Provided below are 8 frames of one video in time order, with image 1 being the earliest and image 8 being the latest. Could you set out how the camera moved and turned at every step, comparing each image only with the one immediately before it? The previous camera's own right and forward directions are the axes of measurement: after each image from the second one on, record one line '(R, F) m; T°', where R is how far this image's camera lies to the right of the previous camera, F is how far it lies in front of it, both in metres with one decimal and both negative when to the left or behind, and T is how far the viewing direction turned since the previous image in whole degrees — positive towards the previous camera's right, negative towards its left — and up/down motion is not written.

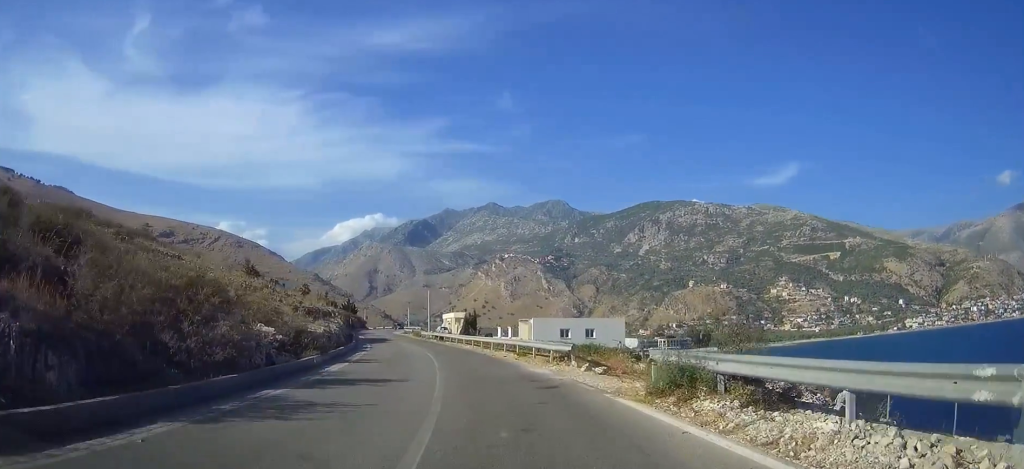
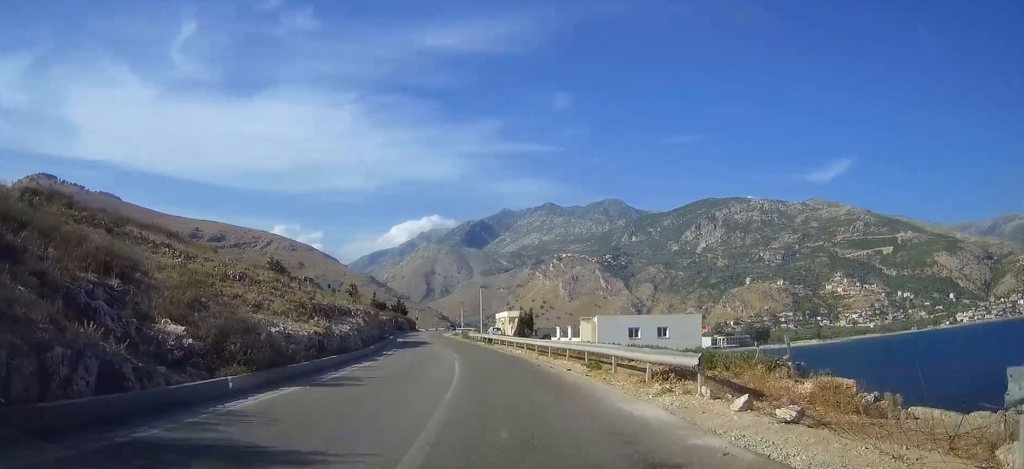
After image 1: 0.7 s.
(-1.0, +10.4) m; -6°
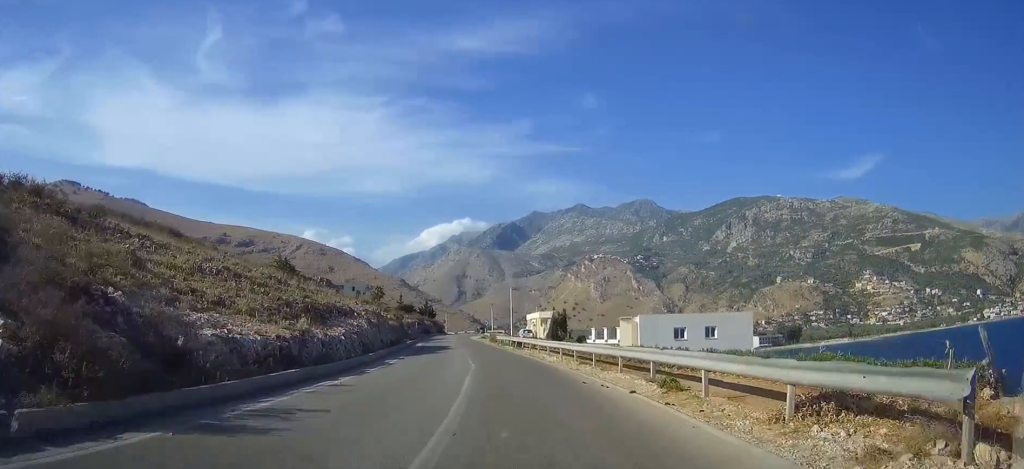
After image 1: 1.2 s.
(-0.3, +7.2) m; -3°
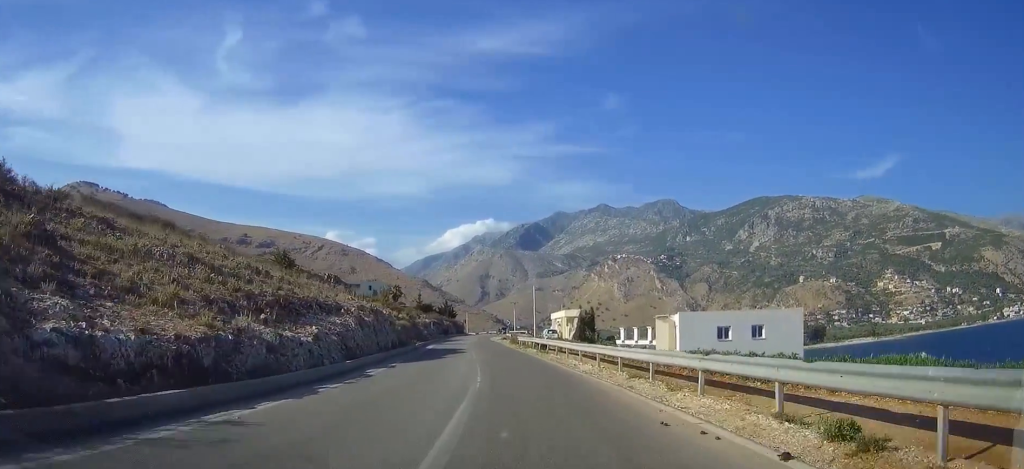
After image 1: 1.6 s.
(-0.2, +7.4) m; -2°
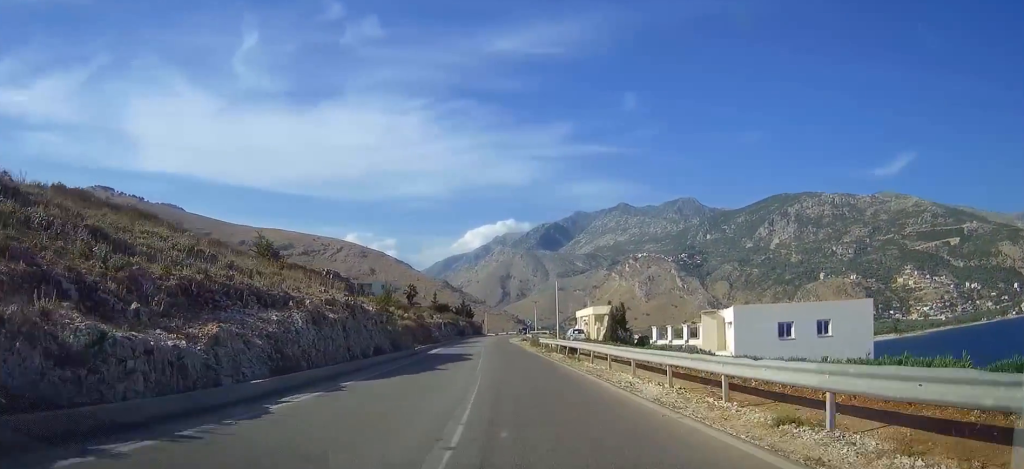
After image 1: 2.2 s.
(-0.2, +9.6) m; -2°
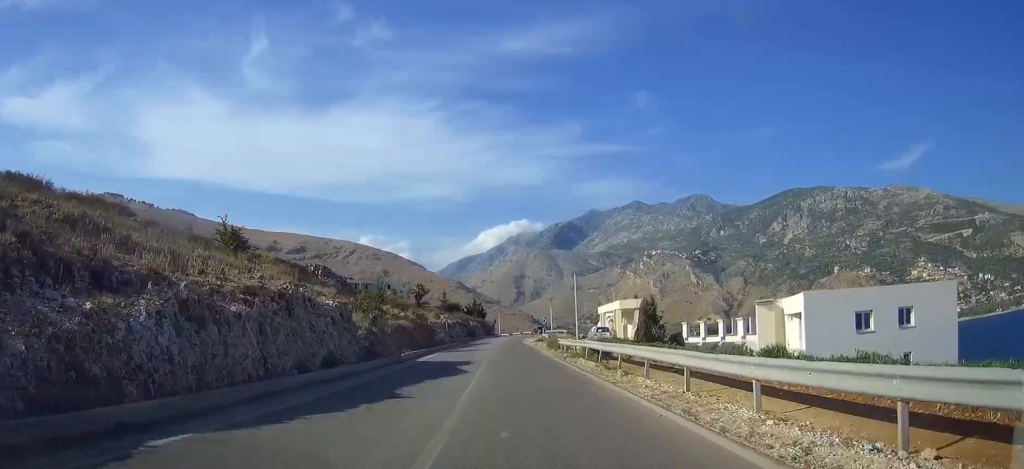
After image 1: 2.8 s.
(-0.1, +9.7) m; -2°
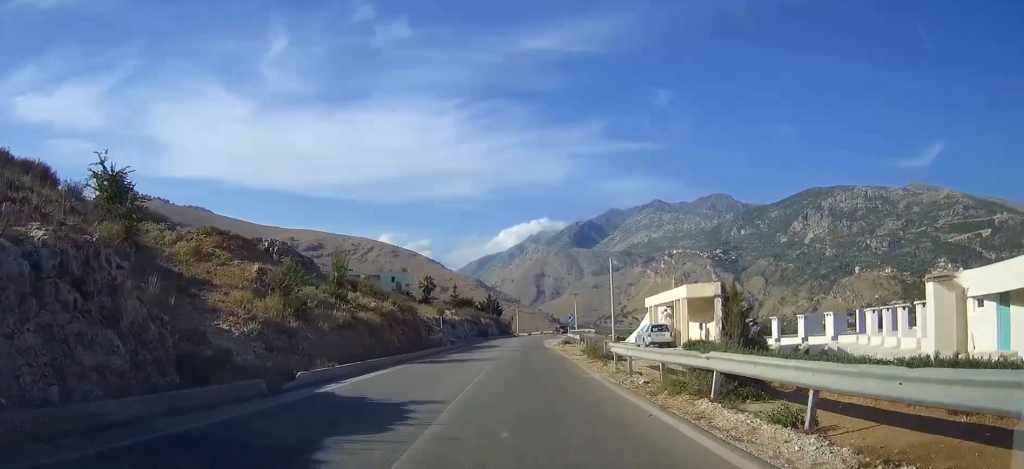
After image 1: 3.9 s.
(-0.3, +18.3) m; -2°
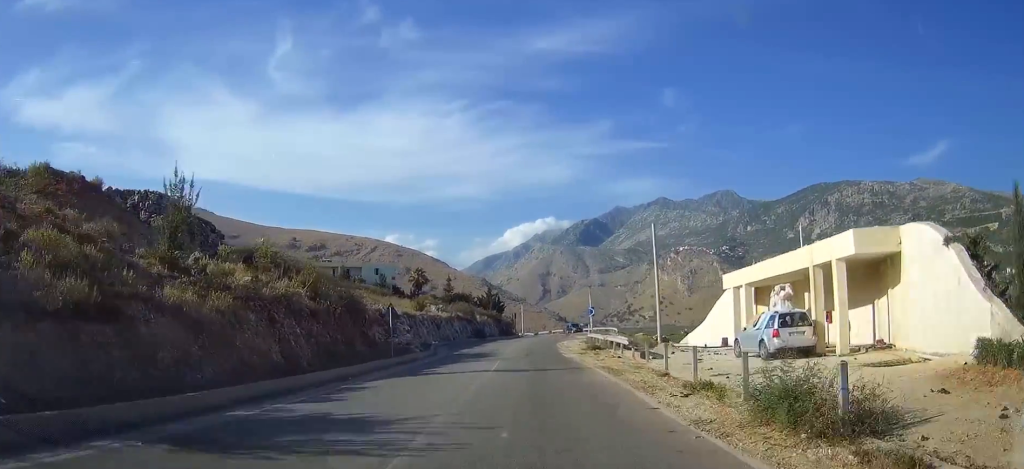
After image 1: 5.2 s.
(-0.3, +20.8) m; -1°
